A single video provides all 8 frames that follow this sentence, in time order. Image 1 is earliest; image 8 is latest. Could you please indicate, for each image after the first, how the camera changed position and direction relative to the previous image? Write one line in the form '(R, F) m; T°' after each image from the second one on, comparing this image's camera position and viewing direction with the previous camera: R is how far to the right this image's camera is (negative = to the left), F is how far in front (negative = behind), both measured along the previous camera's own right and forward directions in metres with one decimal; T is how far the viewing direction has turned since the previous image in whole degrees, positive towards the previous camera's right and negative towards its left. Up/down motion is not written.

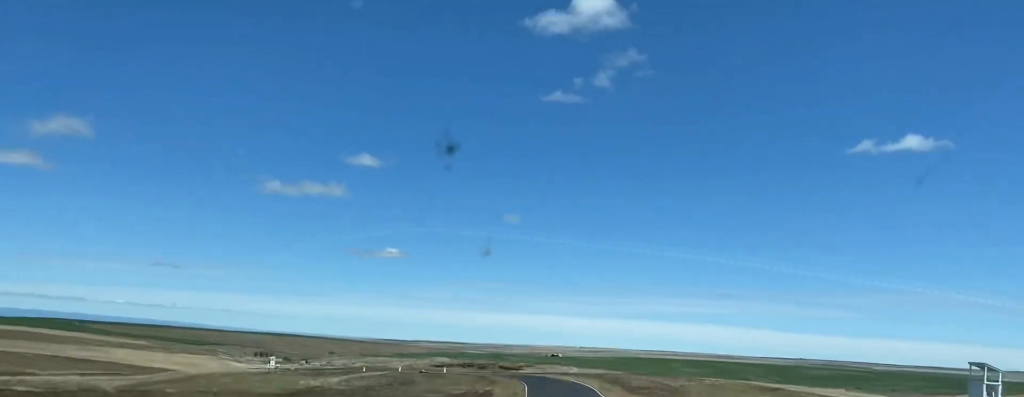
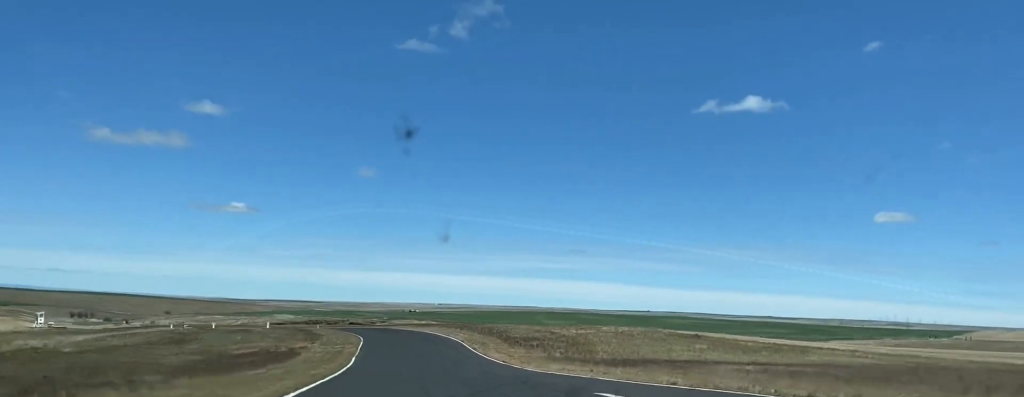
(+4.6, +44.1) m; +6°
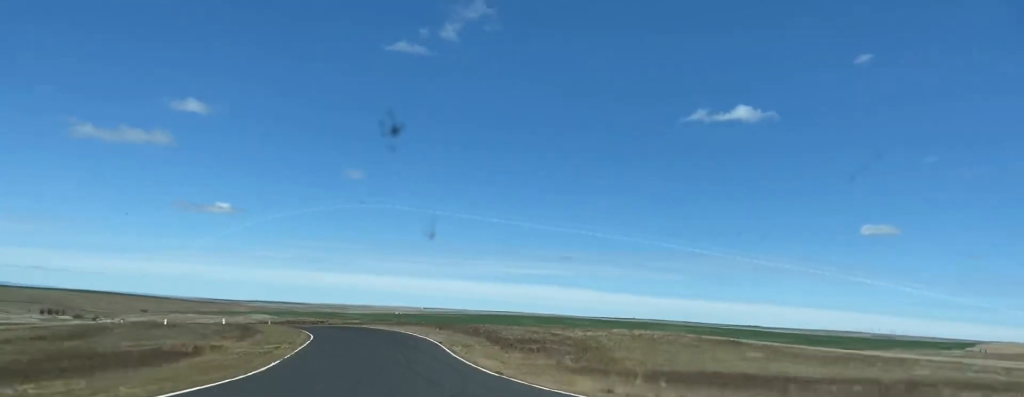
(-0.1, +22.0) m; 0°
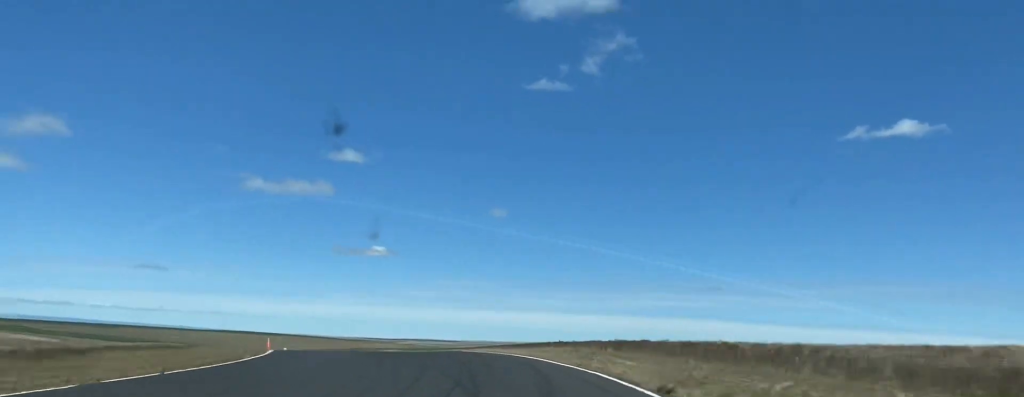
(-1.5, +61.0) m; -8°
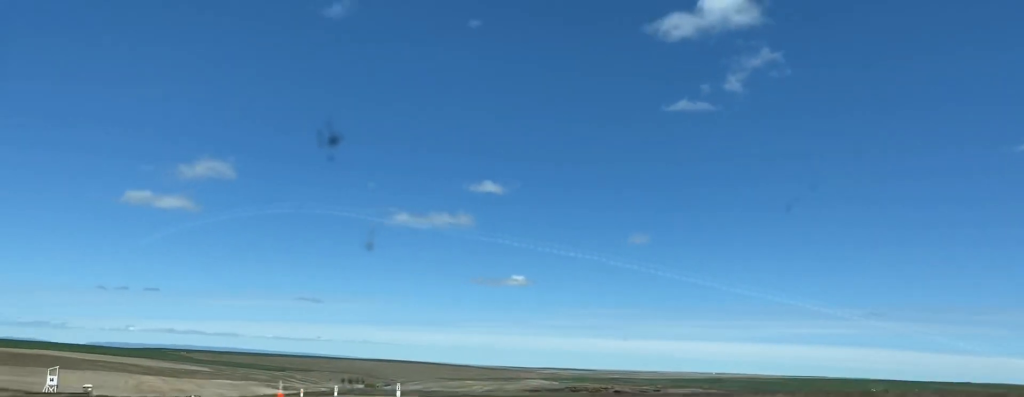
(-2.1, +31.5) m; -8°
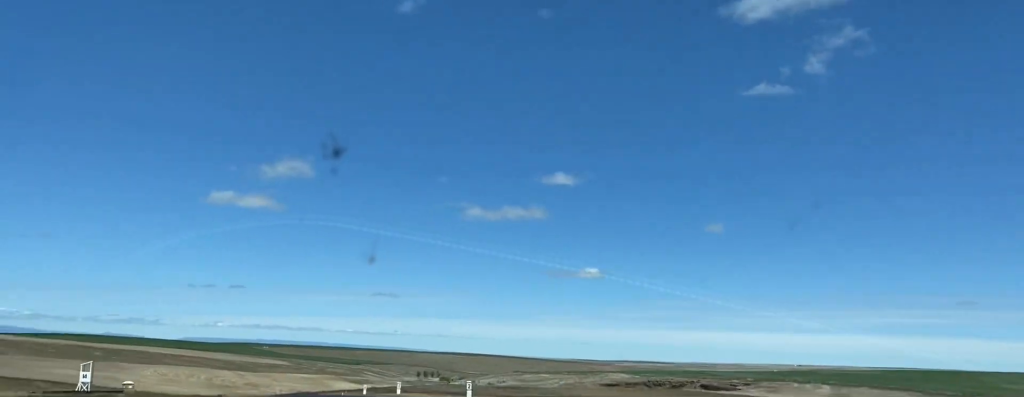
(-0.3, +19.5) m; -5°
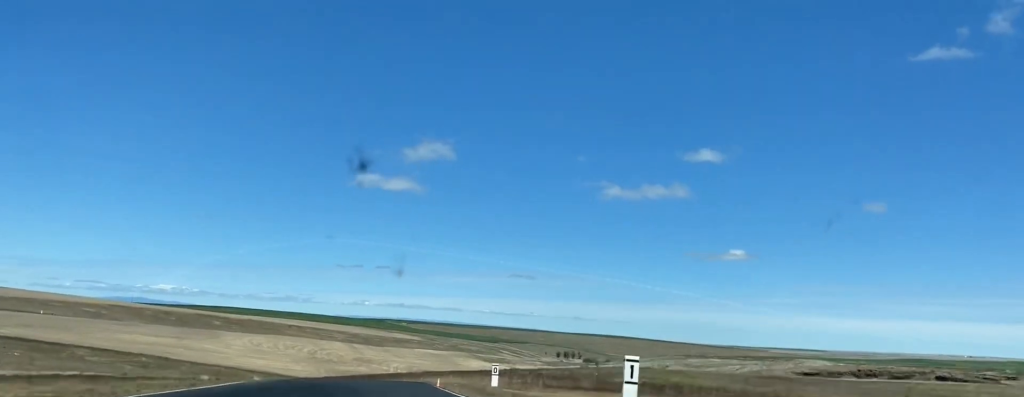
(-8.1, +71.6) m; -9°
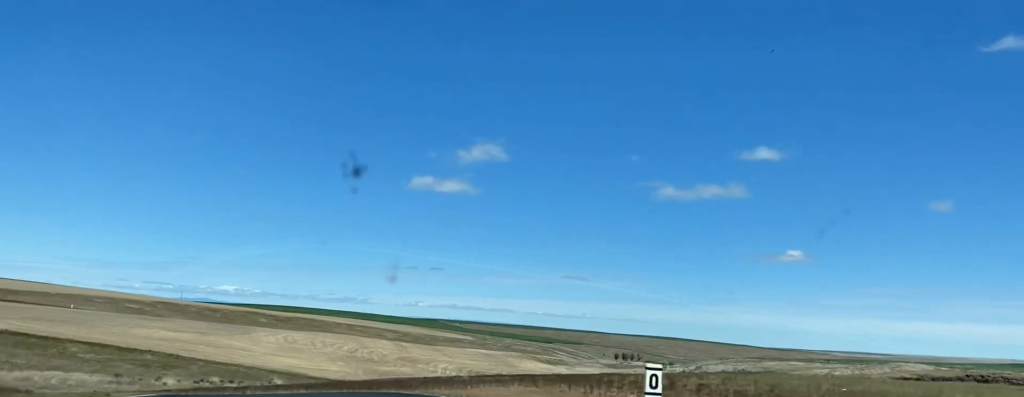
(-0.8, +33.4) m; -5°
